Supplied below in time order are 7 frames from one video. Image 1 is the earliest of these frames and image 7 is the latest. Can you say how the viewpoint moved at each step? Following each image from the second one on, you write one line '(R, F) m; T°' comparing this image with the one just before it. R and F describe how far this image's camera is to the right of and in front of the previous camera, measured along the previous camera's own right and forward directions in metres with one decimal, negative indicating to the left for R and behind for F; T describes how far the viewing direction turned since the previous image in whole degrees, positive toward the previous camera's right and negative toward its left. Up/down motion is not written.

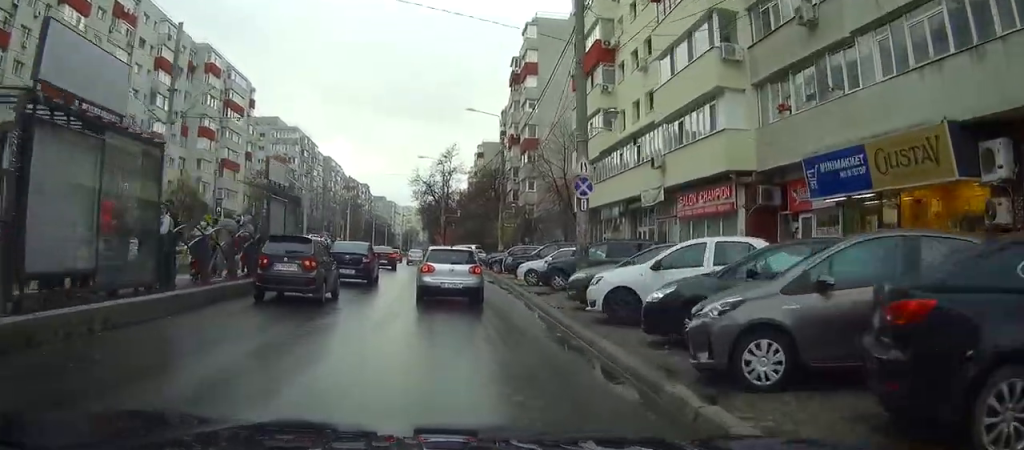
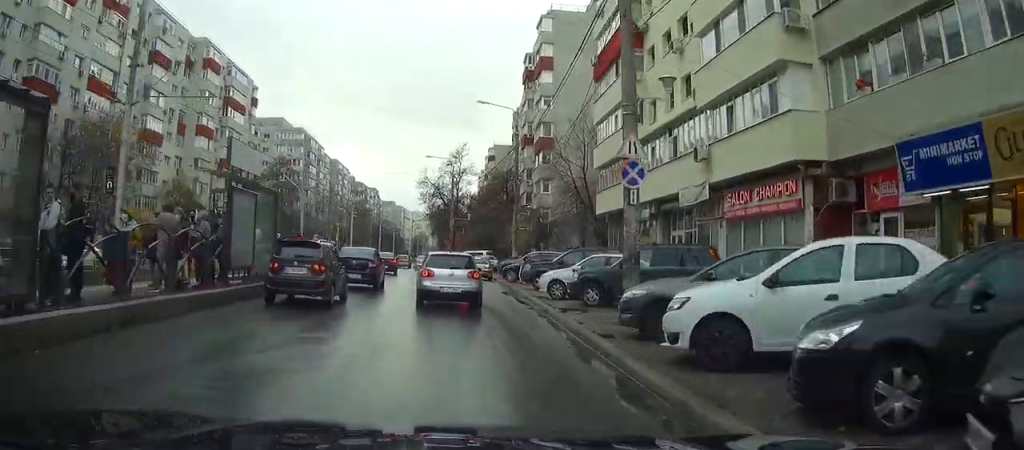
(0.0, +4.4) m; 0°
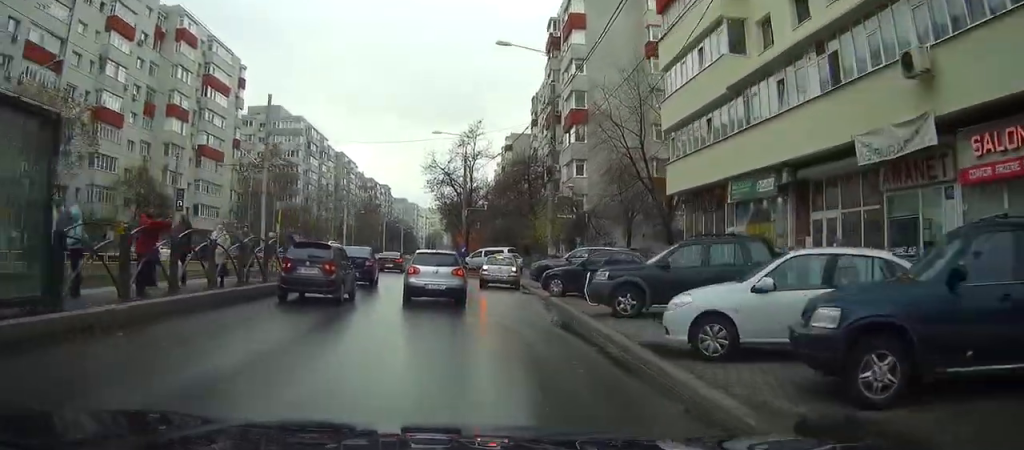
(-0.1, +12.7) m; -2°
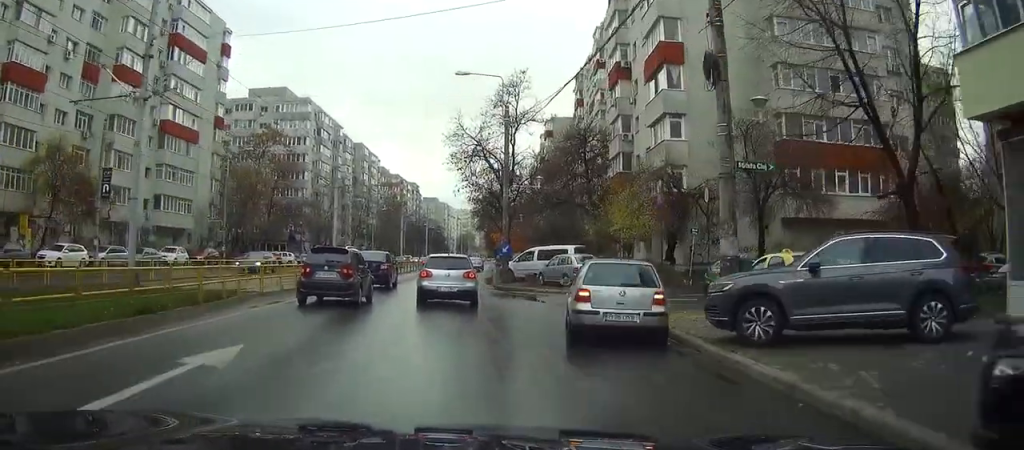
(-0.4, +18.6) m; -1°
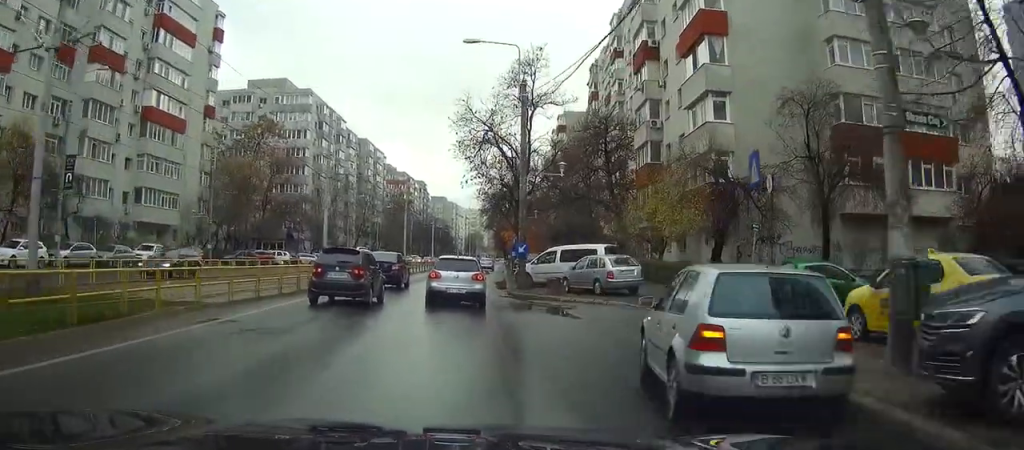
(-0.1, +5.7) m; +1°
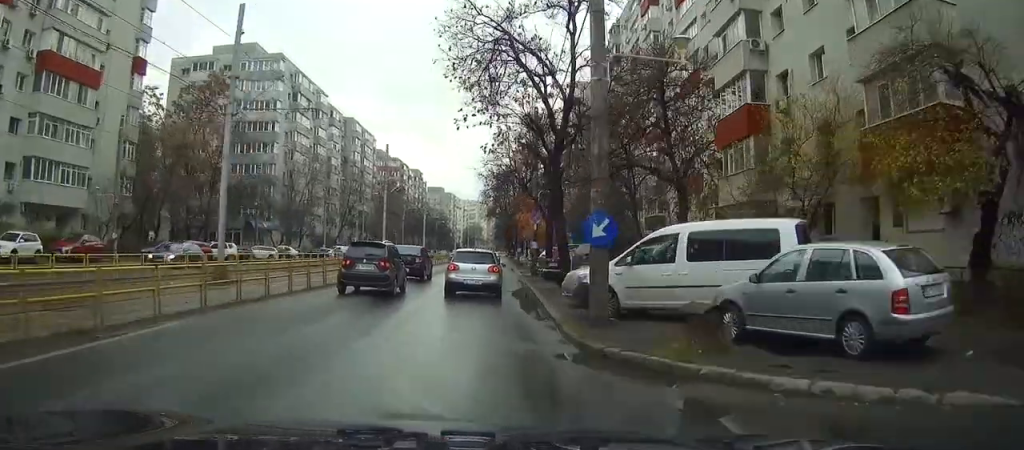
(+0.5, +17.1) m; 0°
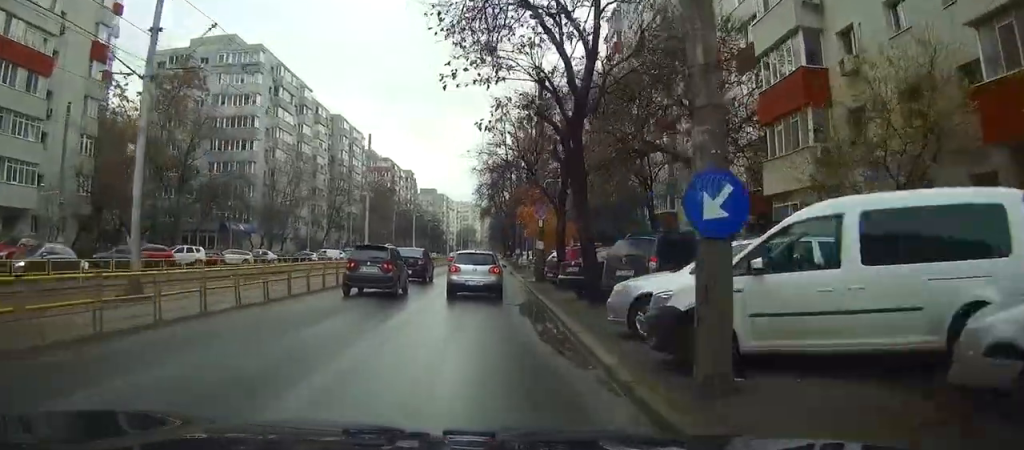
(-0.2, +6.1) m; -1°
